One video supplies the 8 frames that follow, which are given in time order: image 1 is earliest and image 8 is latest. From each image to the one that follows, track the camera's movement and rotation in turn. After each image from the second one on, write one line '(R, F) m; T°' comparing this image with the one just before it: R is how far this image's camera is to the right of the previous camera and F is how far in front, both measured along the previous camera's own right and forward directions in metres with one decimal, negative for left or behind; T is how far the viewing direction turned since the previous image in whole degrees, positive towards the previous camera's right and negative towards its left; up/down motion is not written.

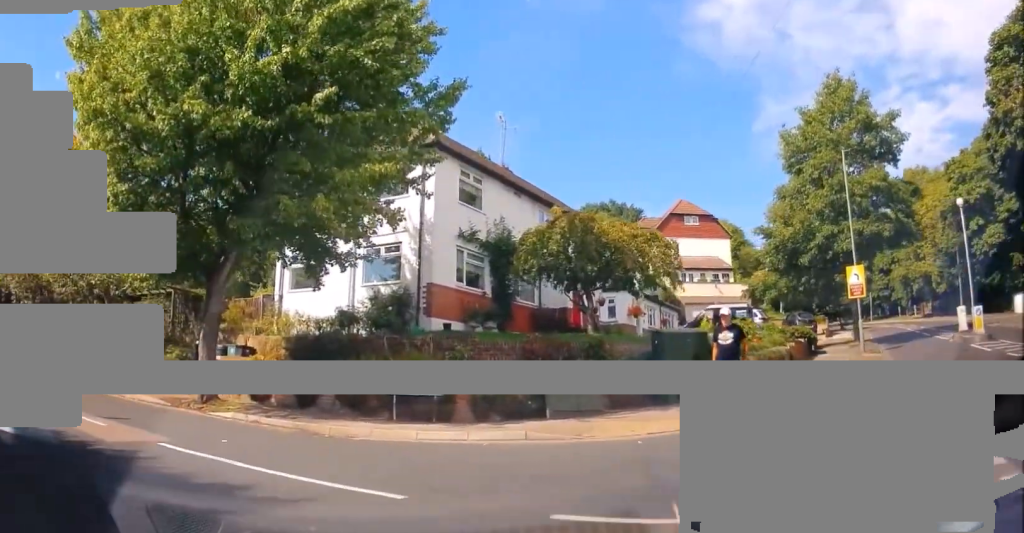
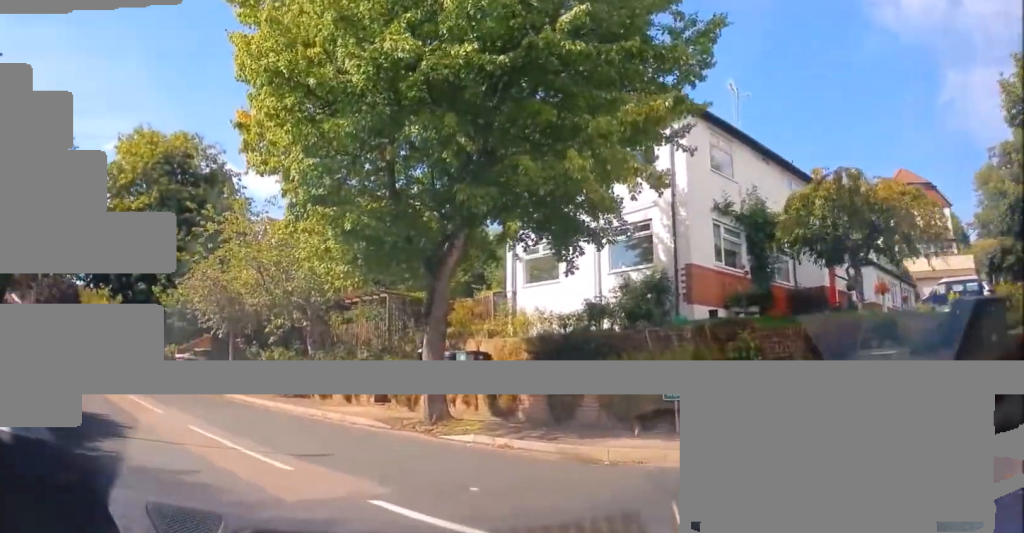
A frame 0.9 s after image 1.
(-0.9, +2.9) m; -25°
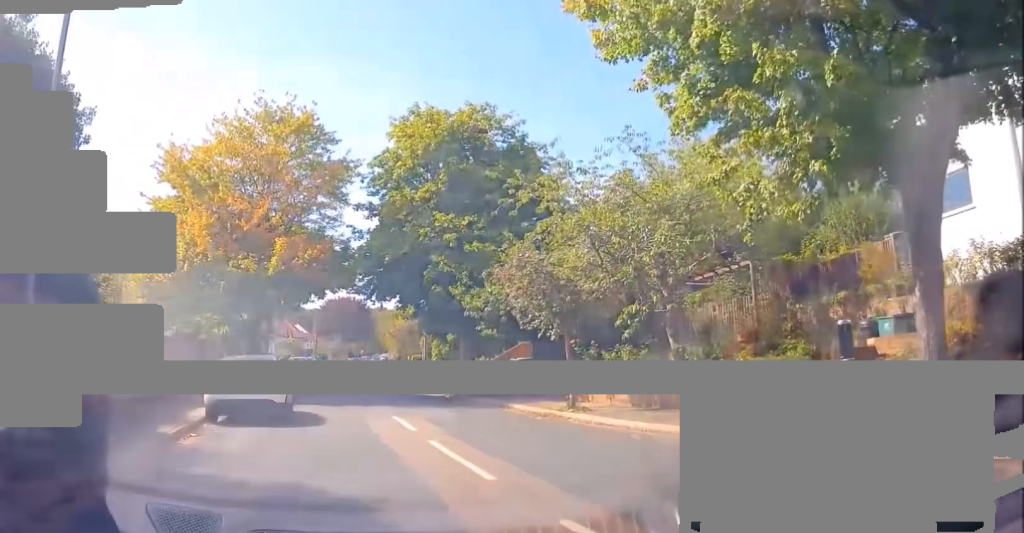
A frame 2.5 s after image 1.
(-1.1, +5.4) m; -14°
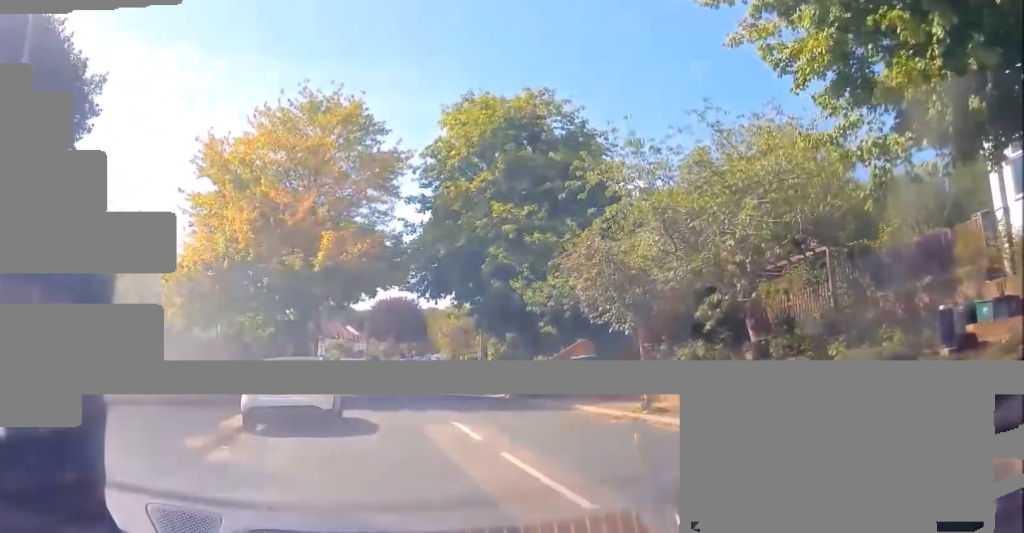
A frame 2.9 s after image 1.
(0.0, +1.5) m; -1°
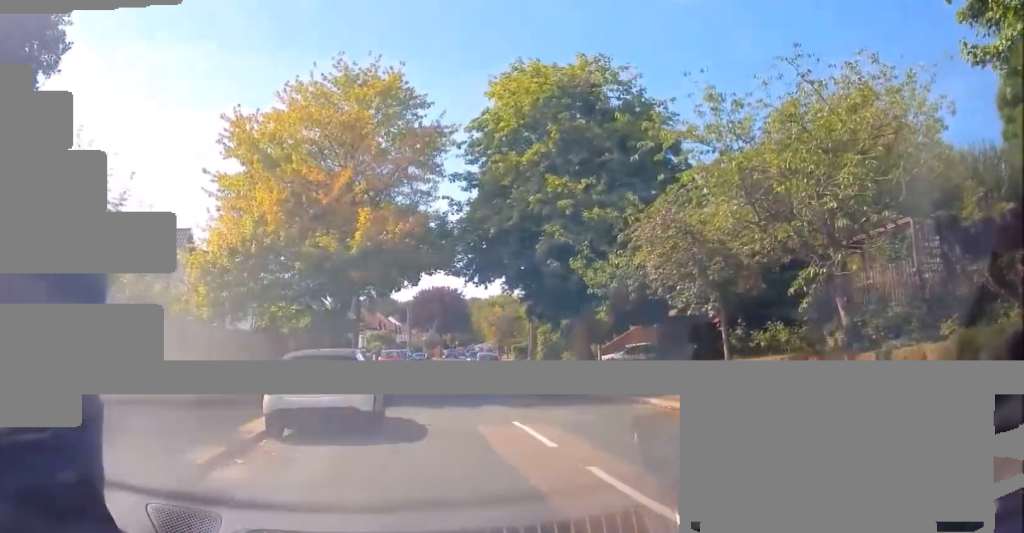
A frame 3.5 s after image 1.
(0.0, +1.8) m; -3°
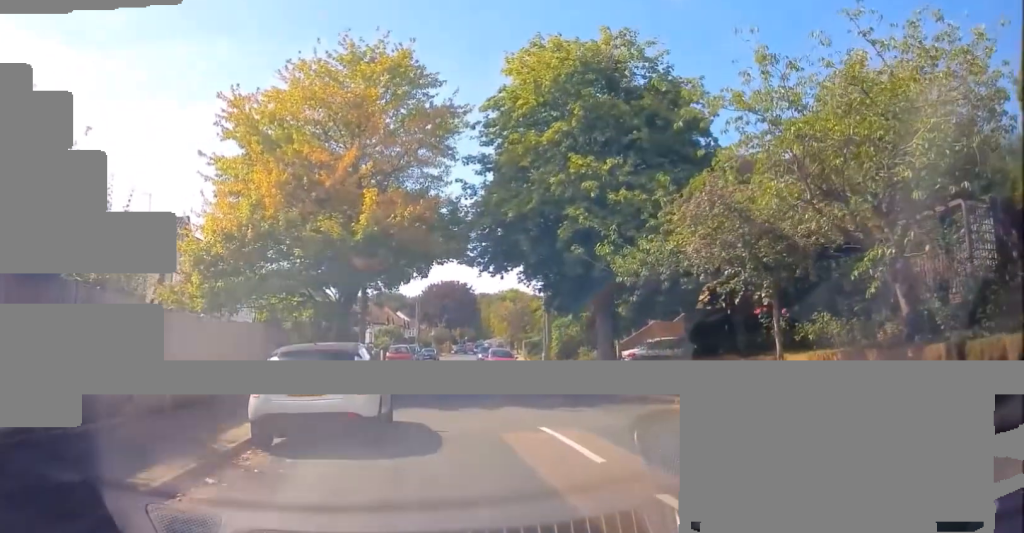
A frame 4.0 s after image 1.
(0.0, +1.8) m; -4°
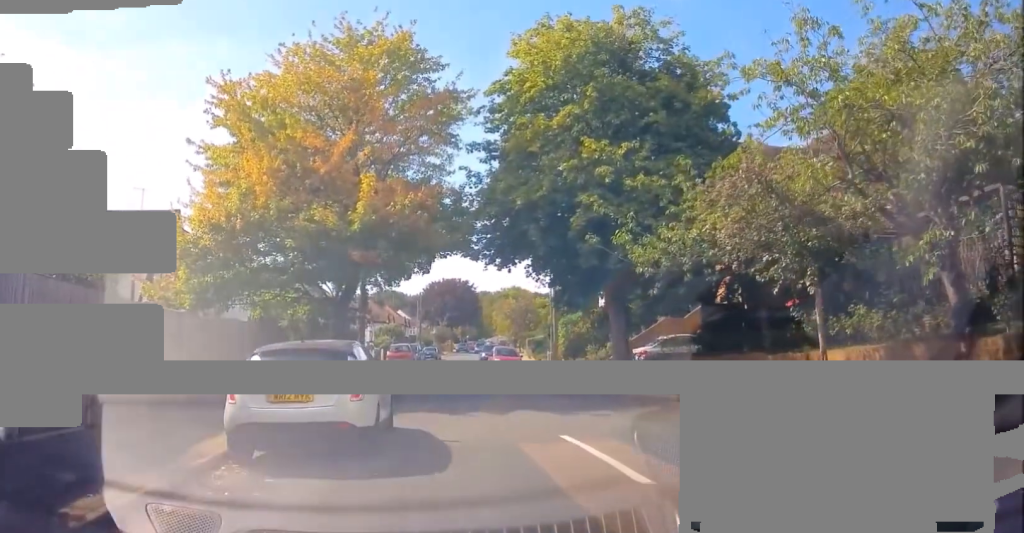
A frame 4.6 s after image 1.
(-0.1, +1.2) m; 0°
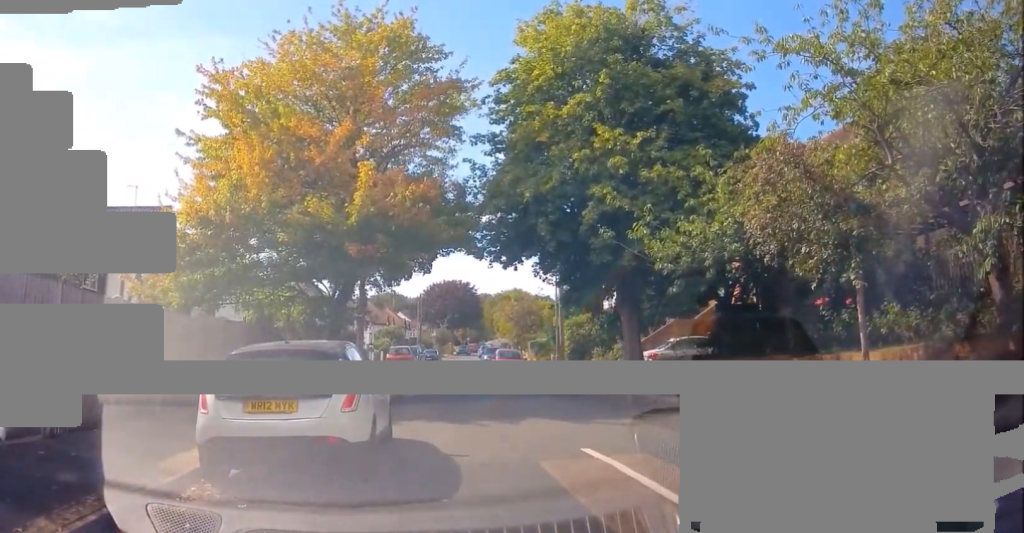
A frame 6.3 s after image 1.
(+0.1, +1.3) m; 0°
